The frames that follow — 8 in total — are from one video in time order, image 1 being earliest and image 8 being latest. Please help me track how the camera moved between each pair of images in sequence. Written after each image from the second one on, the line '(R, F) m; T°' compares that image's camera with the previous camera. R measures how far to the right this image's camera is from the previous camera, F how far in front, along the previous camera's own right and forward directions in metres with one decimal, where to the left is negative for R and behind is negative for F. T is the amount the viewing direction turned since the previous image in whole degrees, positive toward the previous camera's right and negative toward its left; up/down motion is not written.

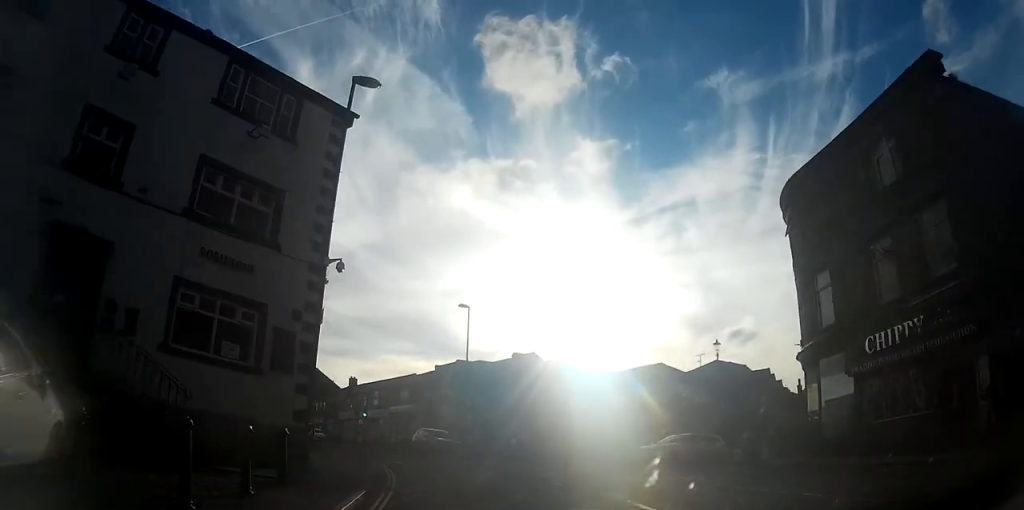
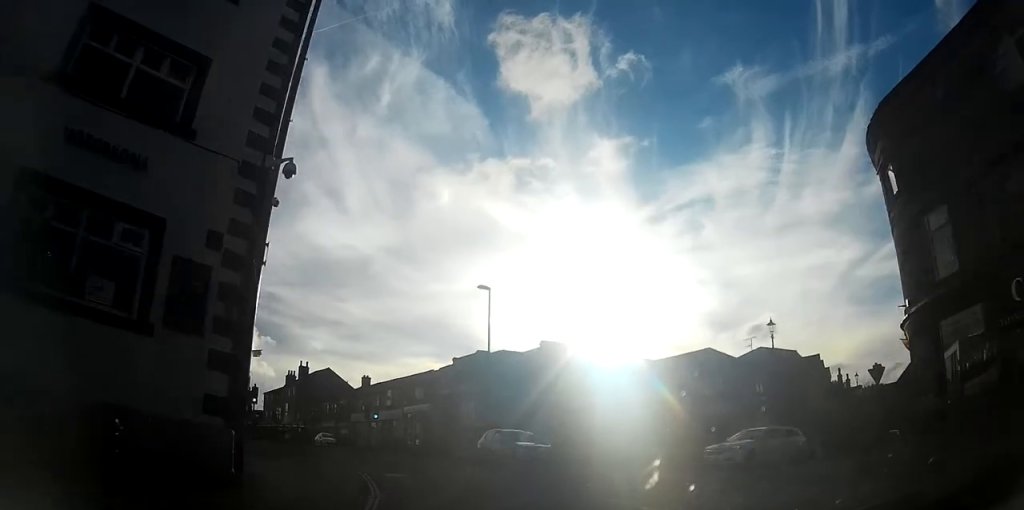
(-0.3, +5.7) m; -5°
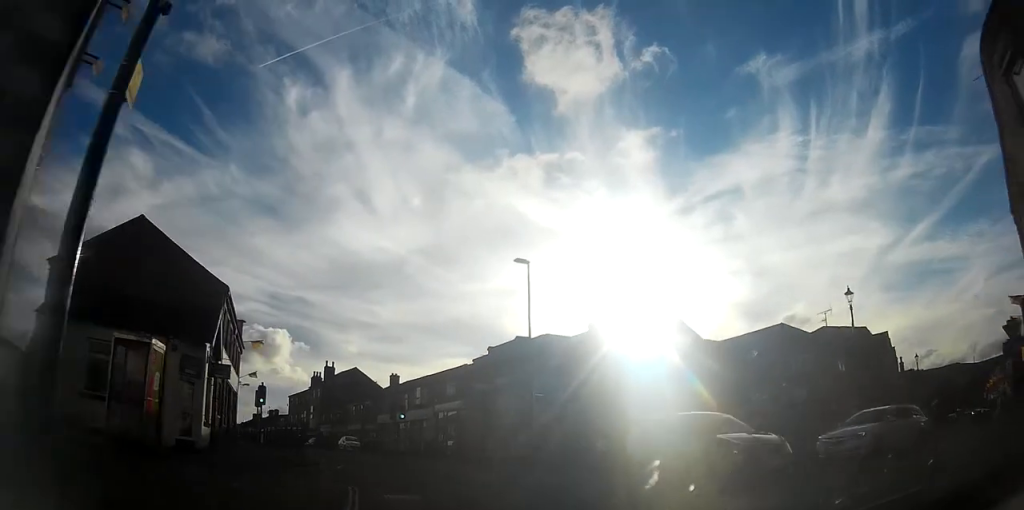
(-0.2, +5.6) m; -5°
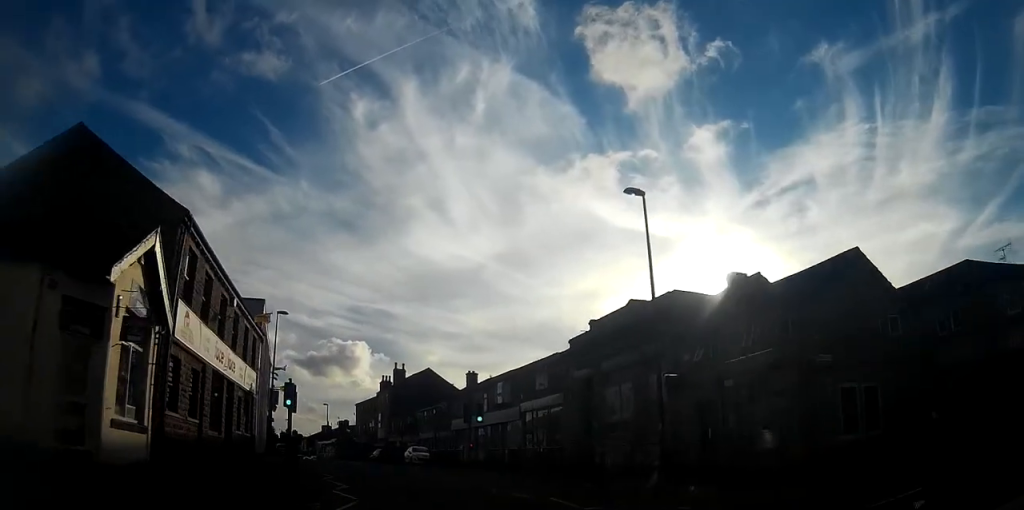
(-0.7, +9.7) m; -7°
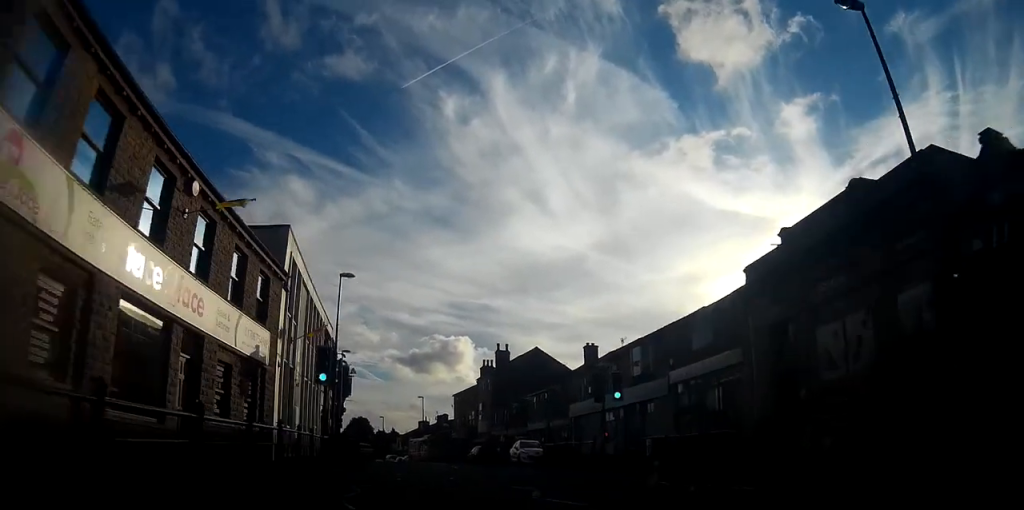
(-0.5, +10.5) m; -5°
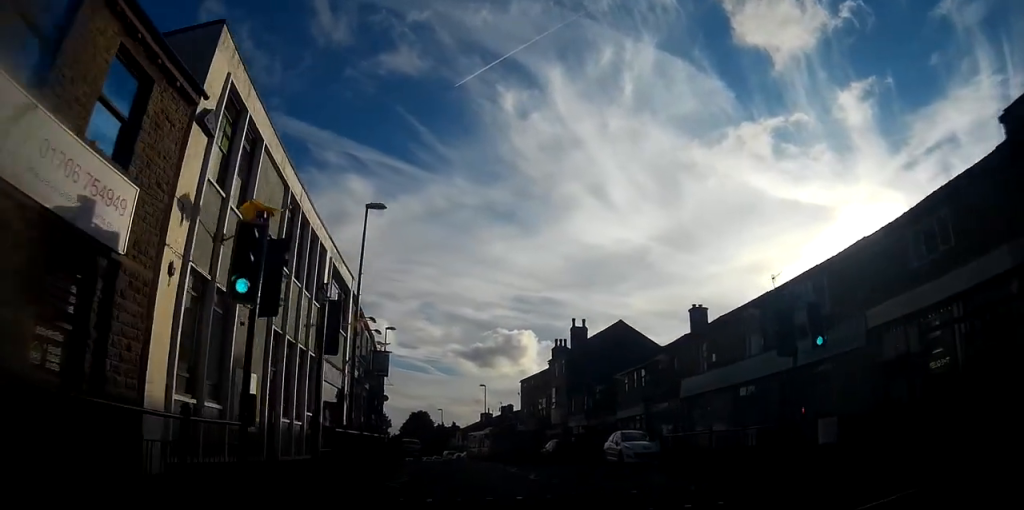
(-0.4, +10.5) m; -6°
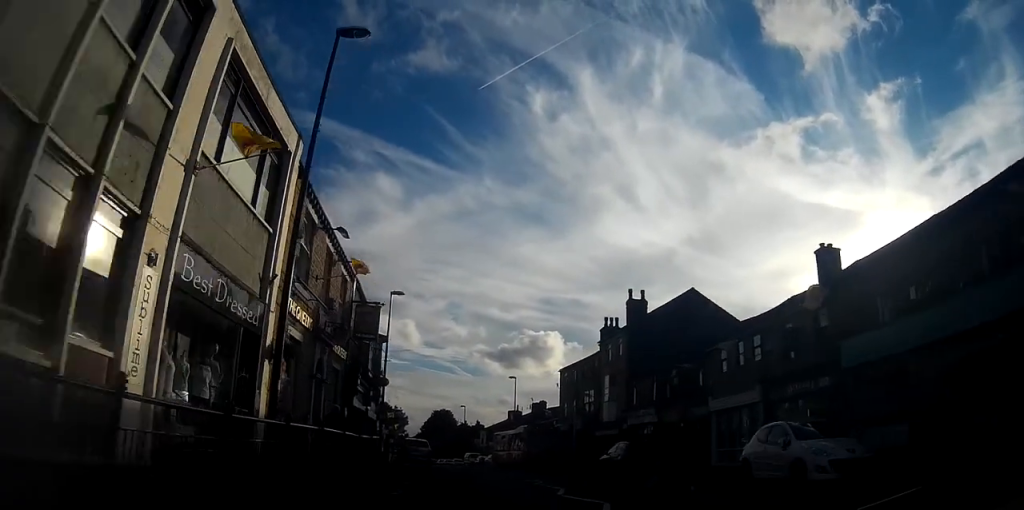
(-0.7, +11.5) m; -4°
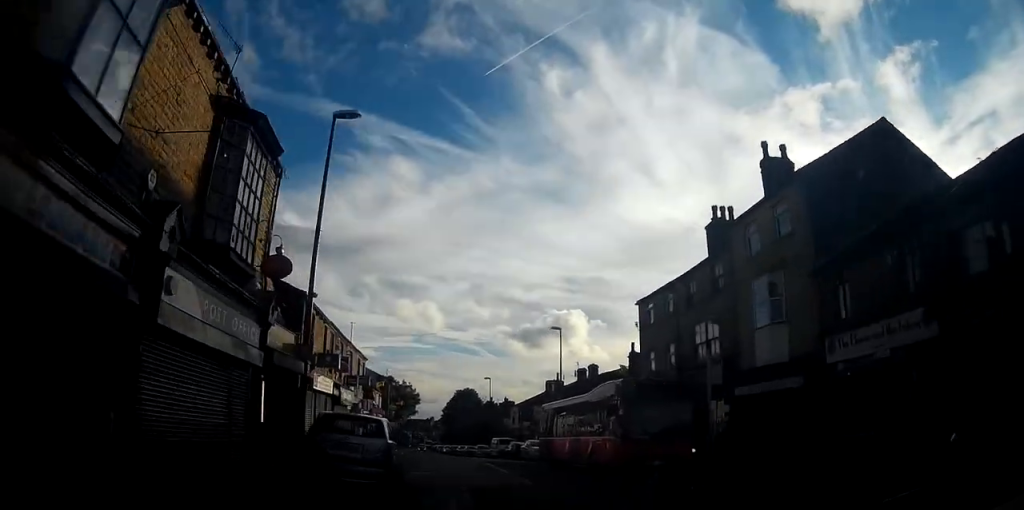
(+0.5, +20.6) m; 0°
